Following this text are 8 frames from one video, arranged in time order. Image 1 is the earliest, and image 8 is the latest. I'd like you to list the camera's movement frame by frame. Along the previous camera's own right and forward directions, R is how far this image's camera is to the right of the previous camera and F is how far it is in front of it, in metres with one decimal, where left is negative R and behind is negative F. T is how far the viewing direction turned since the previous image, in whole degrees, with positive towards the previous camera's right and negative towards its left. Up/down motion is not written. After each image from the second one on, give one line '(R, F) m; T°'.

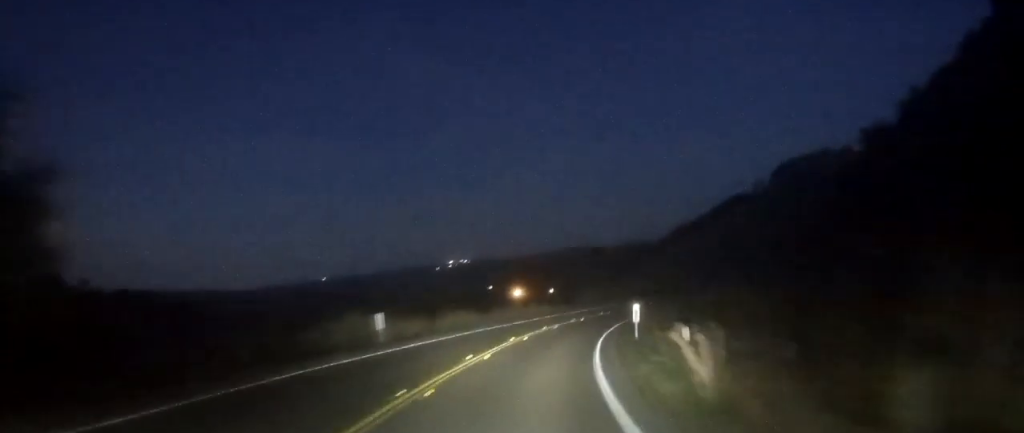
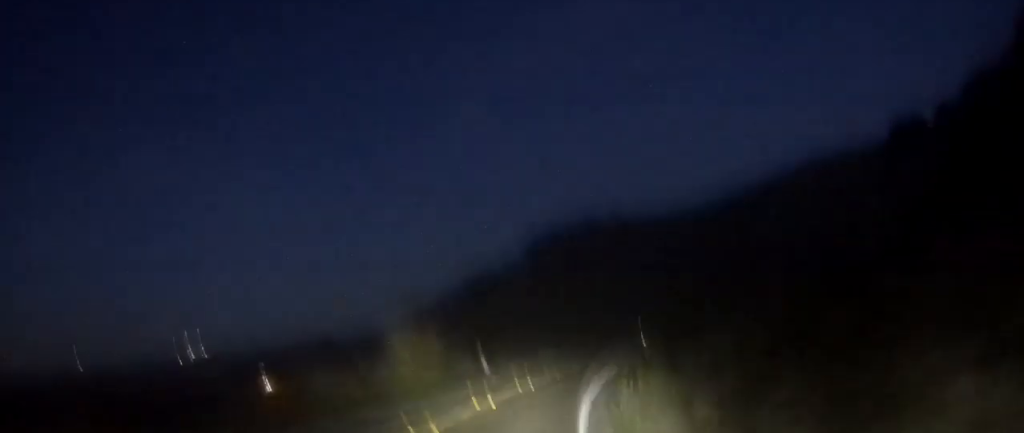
(+9.7, +43.2) m; +23°
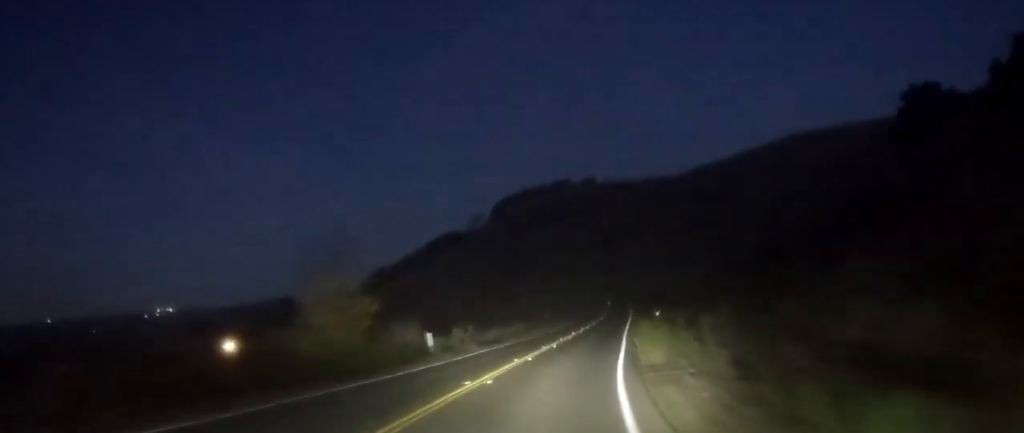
(+0.3, +12.2) m; +3°
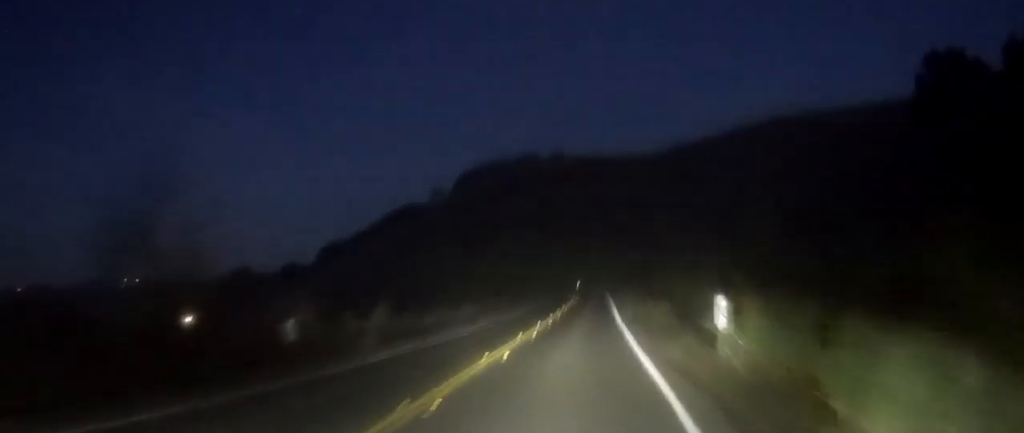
(+0.5, +14.5) m; +2°
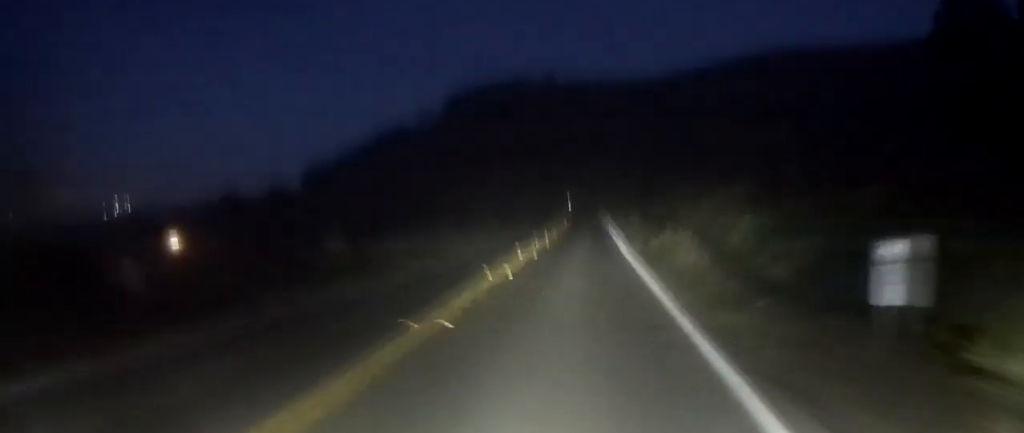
(0.0, +7.3) m; -1°
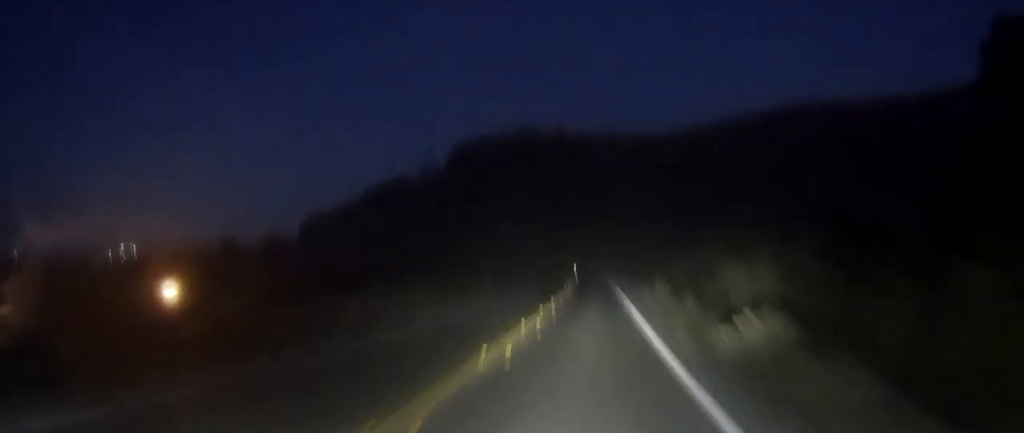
(+0.1, +9.9) m; -2°
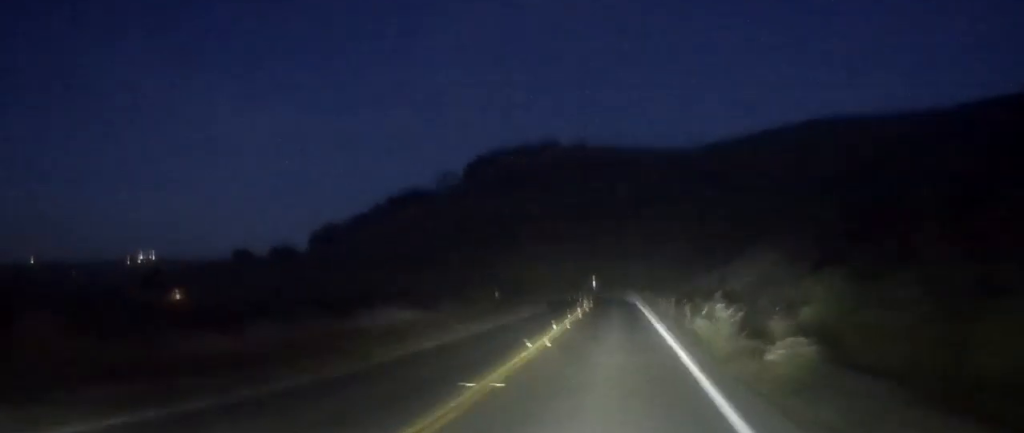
(-0.5, +10.6) m; -1°
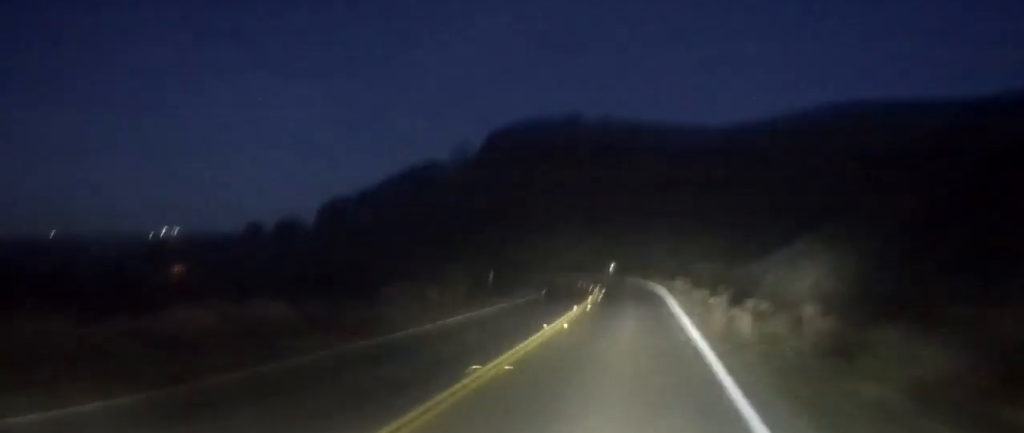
(+0.1, +15.5) m; +1°
